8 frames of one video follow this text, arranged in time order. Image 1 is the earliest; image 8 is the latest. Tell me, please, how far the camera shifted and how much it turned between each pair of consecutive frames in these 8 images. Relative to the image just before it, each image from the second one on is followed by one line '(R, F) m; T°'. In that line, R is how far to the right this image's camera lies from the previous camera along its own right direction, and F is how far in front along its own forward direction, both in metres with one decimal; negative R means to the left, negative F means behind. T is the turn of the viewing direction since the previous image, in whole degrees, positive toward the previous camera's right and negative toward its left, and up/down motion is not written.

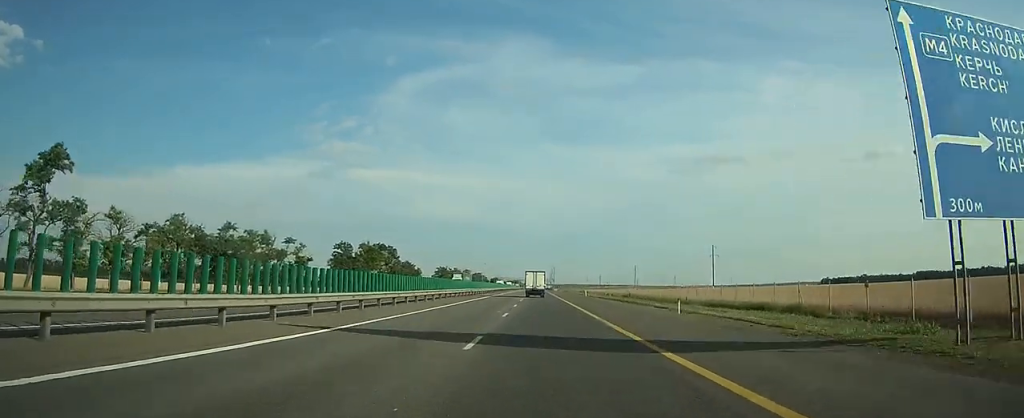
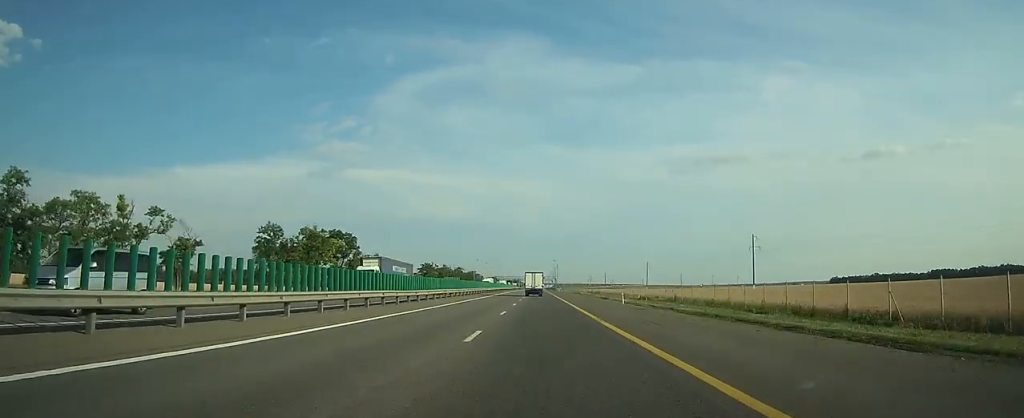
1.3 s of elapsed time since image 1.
(-0.1, +34.6) m; 0°
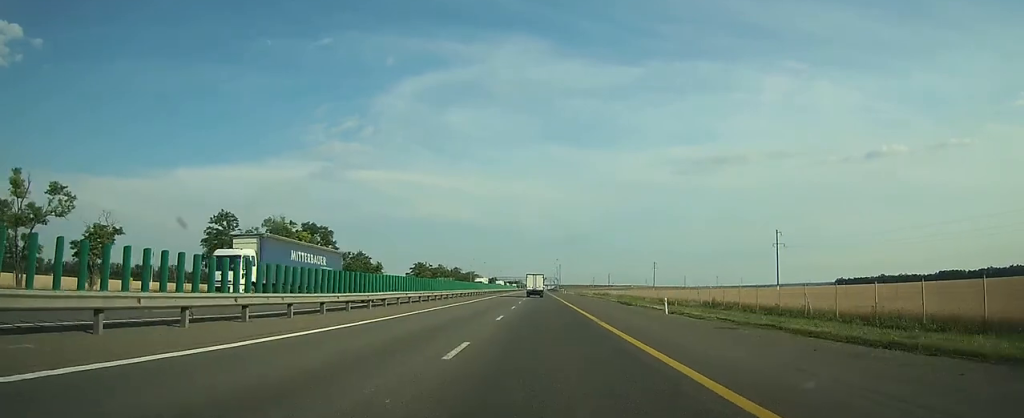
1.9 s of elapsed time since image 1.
(0.0, +14.7) m; 0°
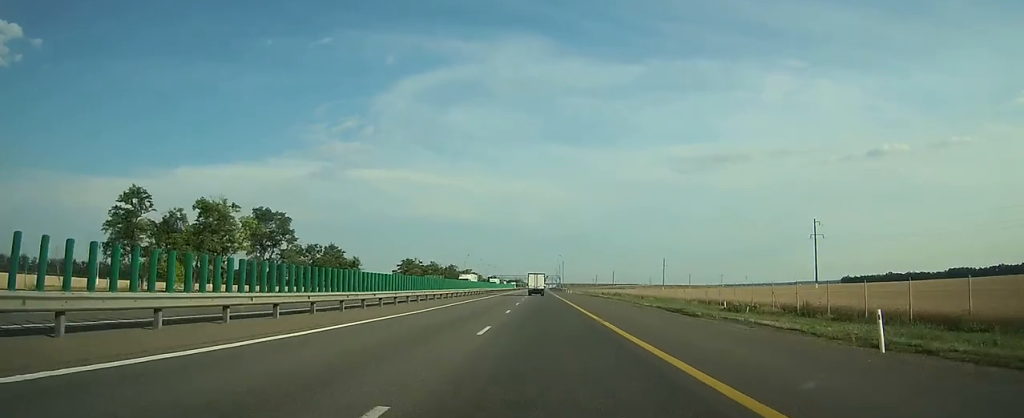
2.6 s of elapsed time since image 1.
(0.0, +19.0) m; 0°
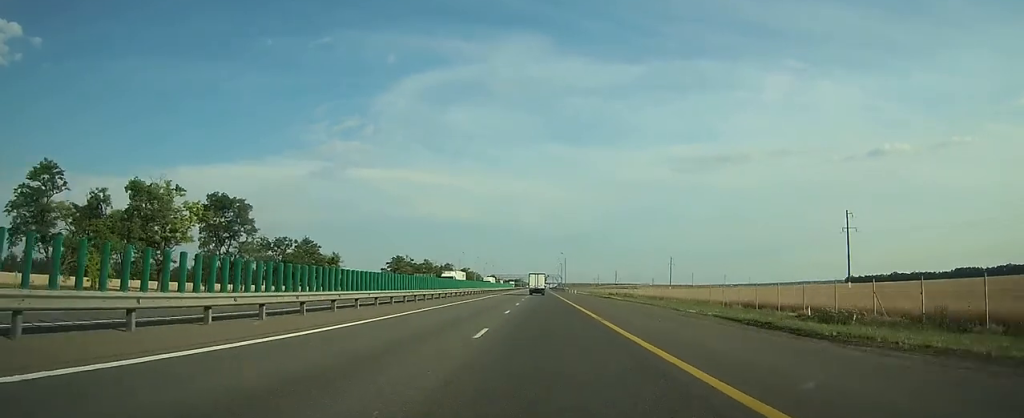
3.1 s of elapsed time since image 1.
(0.0, +12.9) m; 0°
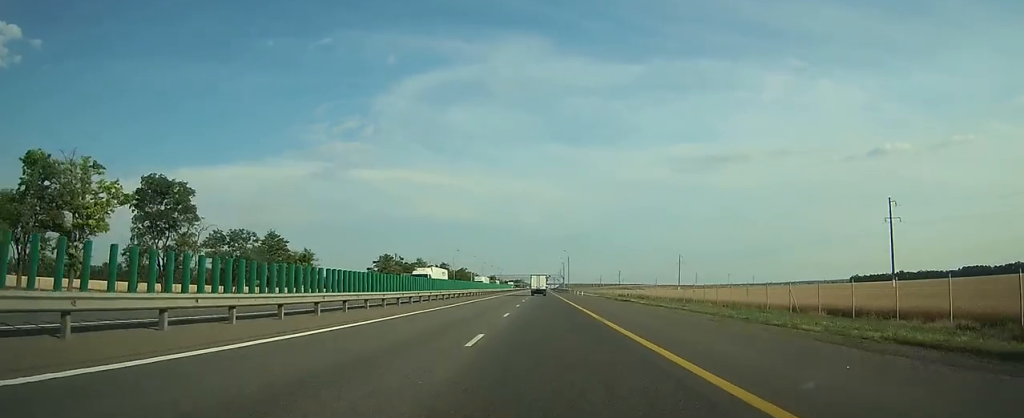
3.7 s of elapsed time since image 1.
(0.0, +13.9) m; 0°
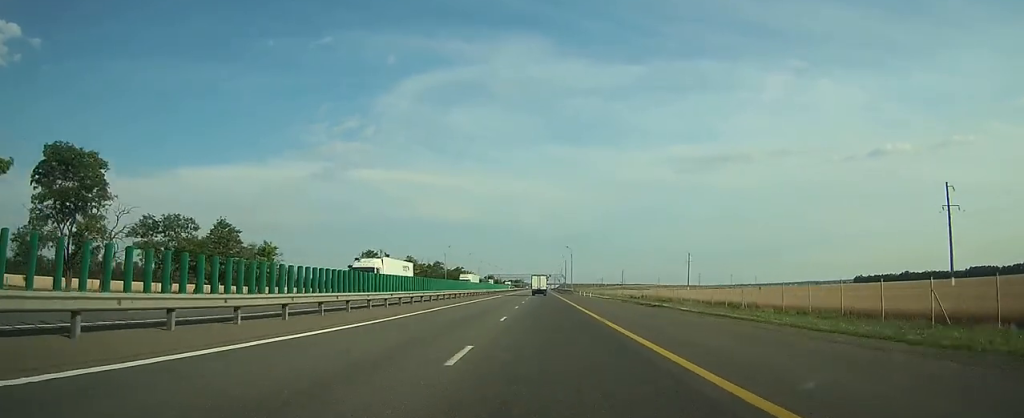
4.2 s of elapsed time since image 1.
(0.0, +14.7) m; 0°
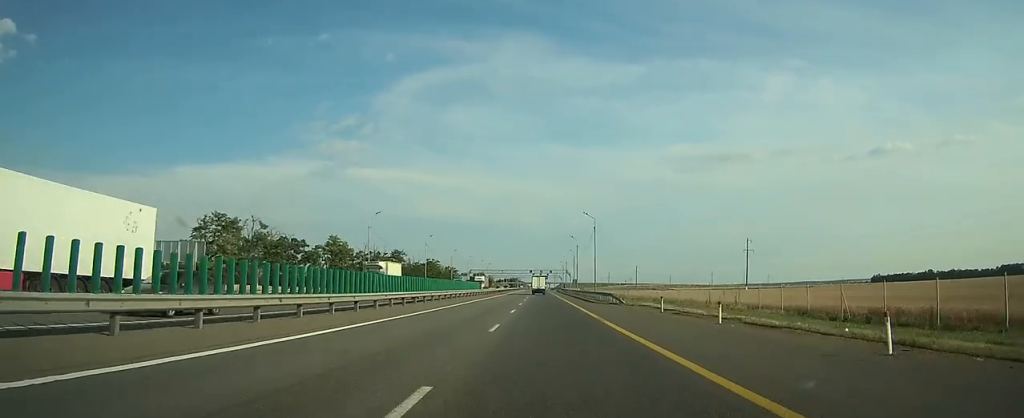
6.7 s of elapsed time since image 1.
(-0.2, +64.5) m; 0°
